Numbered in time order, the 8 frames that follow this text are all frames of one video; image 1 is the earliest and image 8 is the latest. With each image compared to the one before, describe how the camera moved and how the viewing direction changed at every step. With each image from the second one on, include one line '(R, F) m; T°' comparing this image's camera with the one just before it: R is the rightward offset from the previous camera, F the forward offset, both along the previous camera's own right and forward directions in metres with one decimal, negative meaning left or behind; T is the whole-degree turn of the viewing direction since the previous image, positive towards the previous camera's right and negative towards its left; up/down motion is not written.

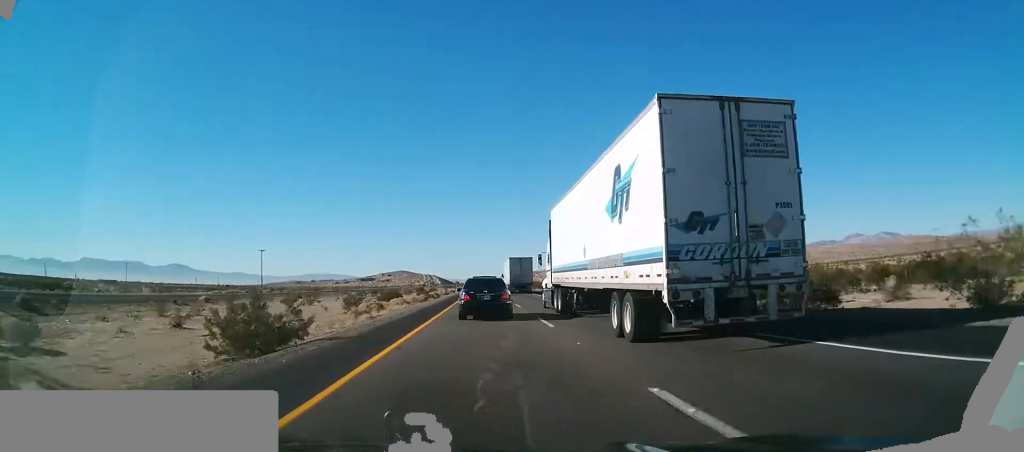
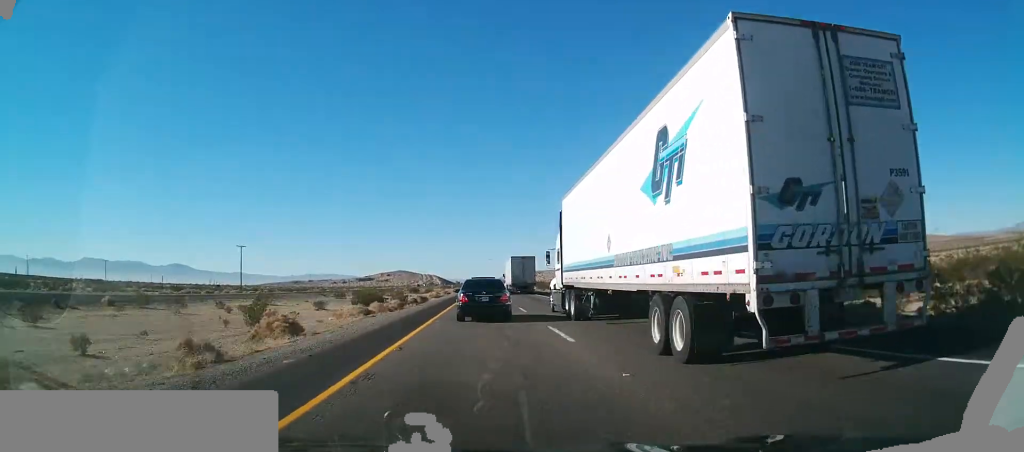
(0.0, +18.9) m; 0°
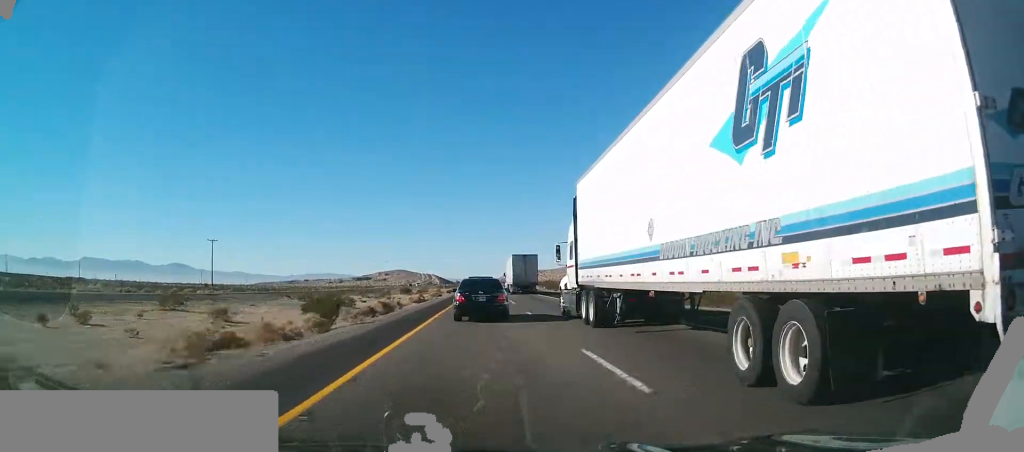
(-0.2, +21.0) m; 0°
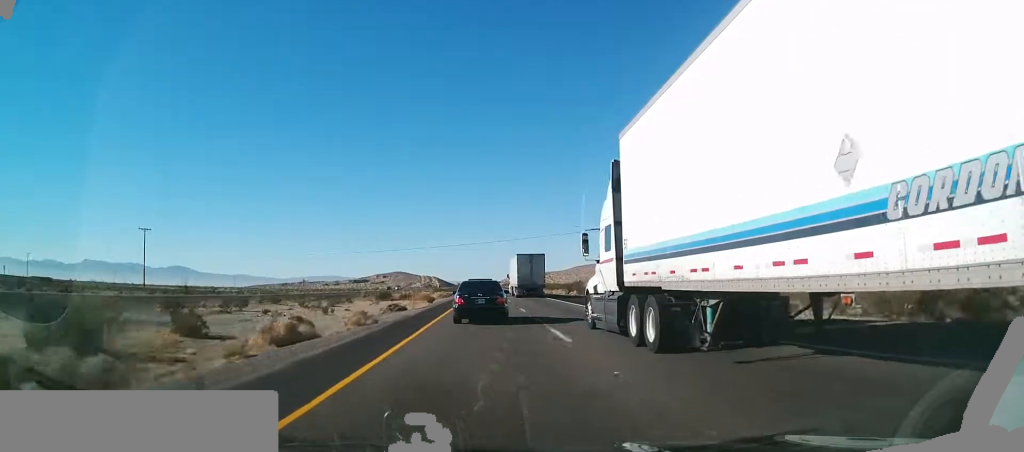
(+0.4, +37.1) m; 0°
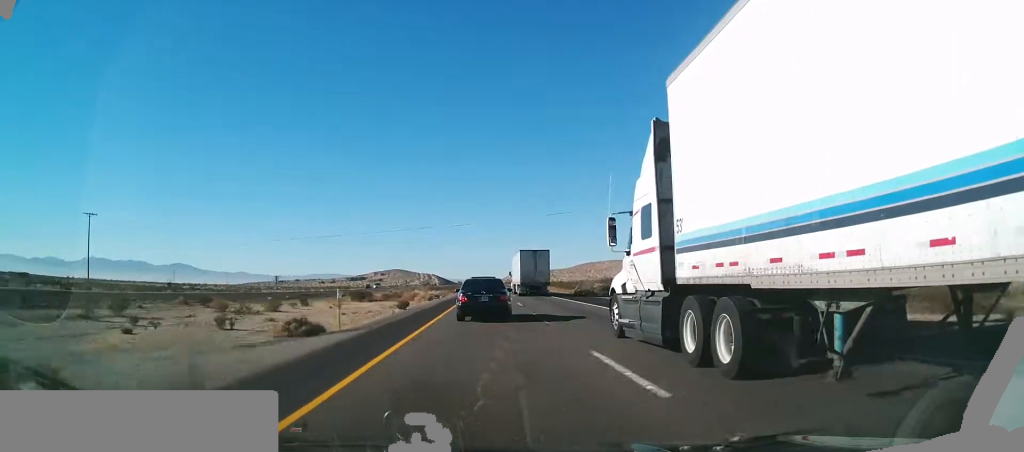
(-0.4, +21.6) m; -1°
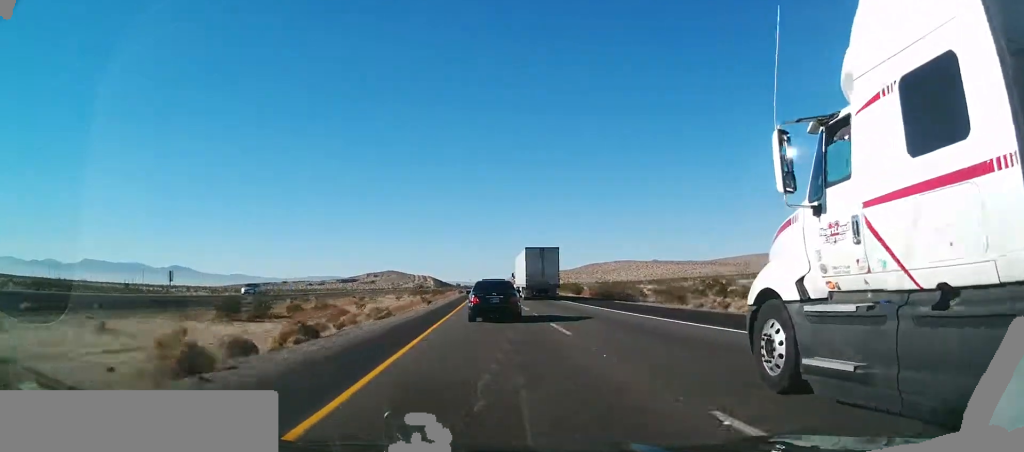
(0.0, +49.5) m; 0°
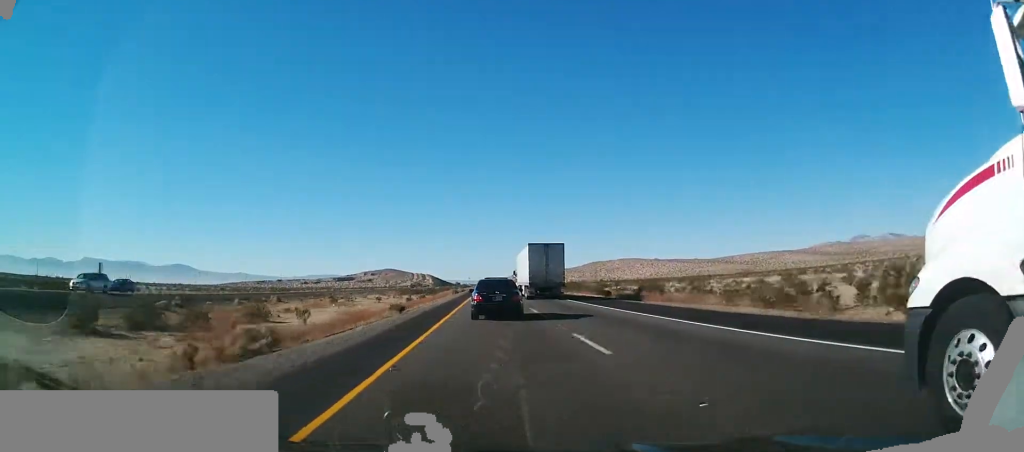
(+0.1, +19.3) m; 0°
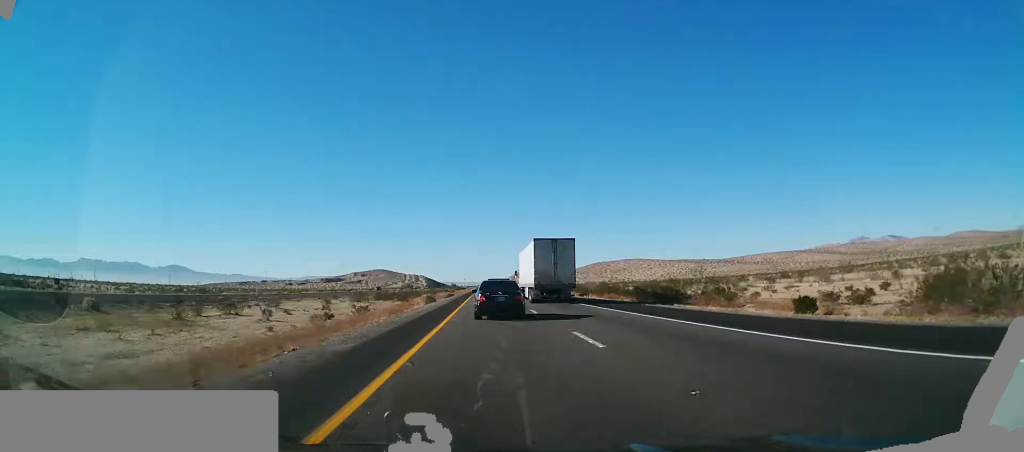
(+0.1, +42.8) m; 0°
